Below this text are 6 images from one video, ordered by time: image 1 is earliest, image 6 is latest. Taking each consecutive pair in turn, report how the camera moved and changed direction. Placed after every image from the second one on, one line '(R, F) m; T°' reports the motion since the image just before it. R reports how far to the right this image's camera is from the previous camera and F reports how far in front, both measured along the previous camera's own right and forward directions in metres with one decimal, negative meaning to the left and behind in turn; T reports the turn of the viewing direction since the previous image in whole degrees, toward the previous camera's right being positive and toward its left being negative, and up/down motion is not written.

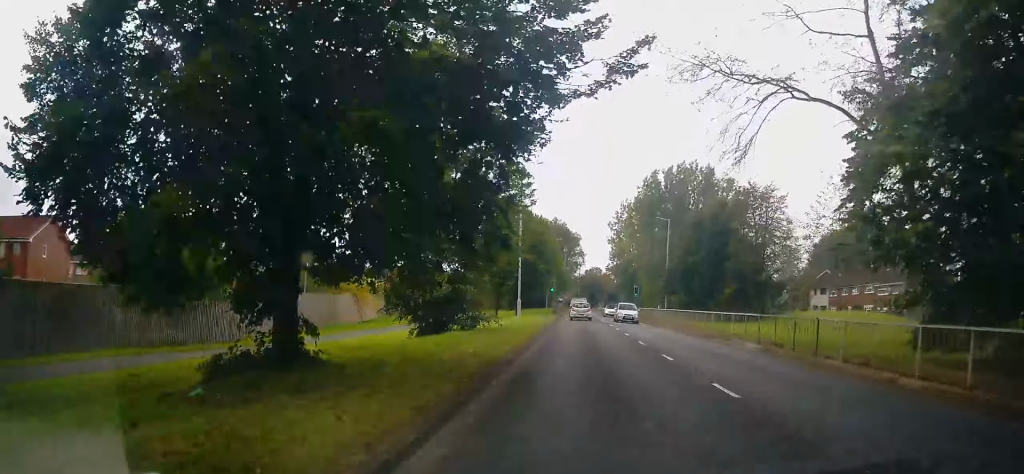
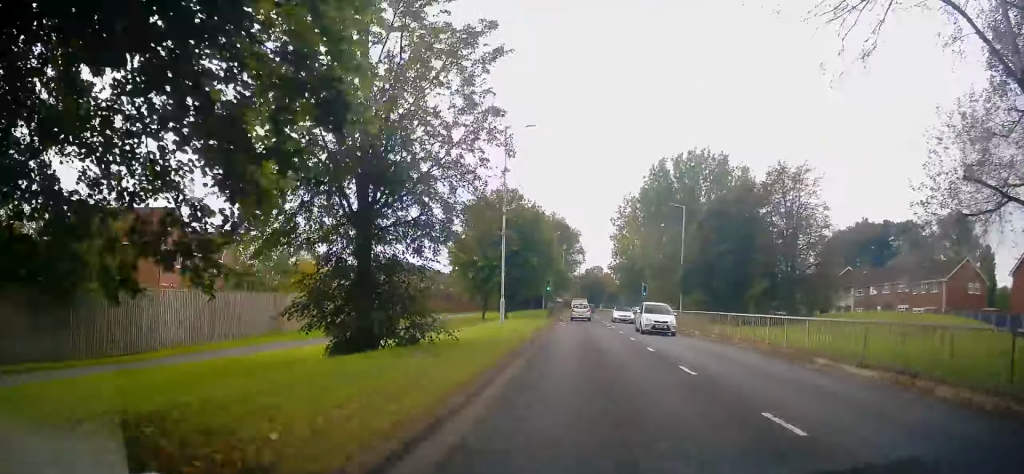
(0.0, +8.4) m; 0°
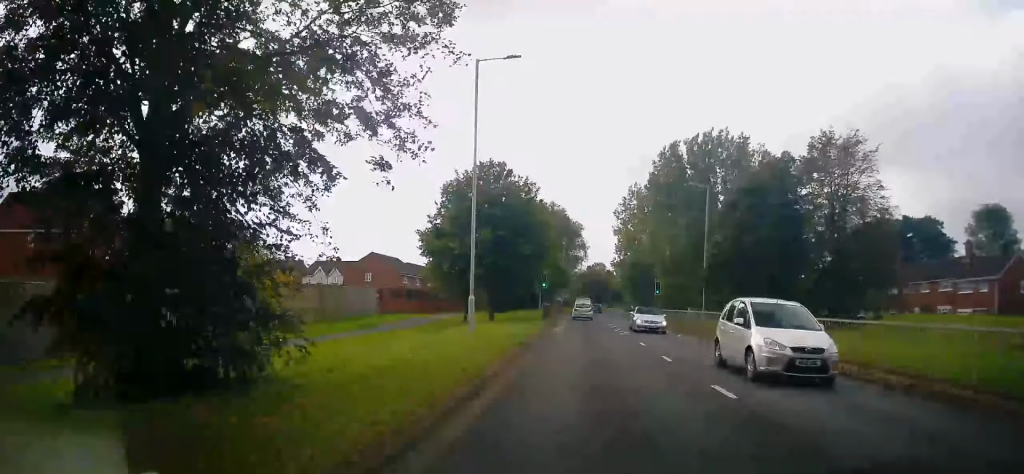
(+0.1, +8.8) m; 0°
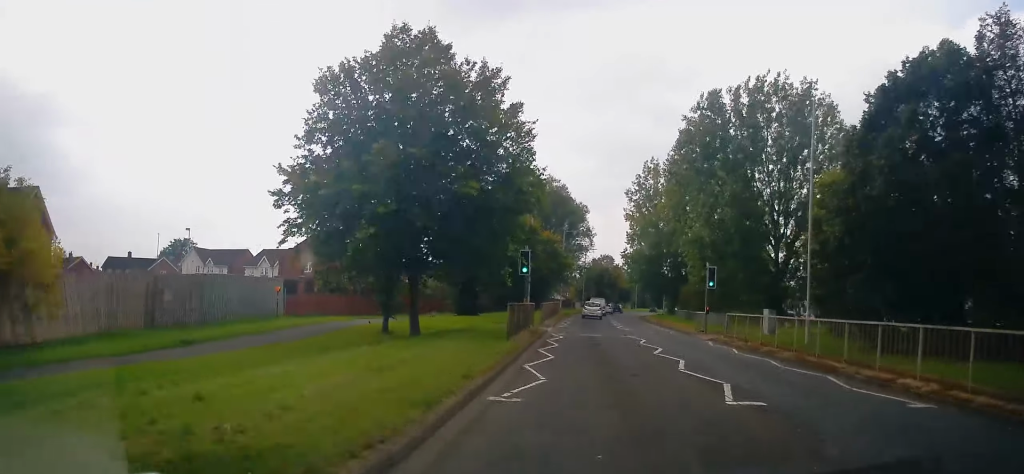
(-0.3, +19.2) m; 0°
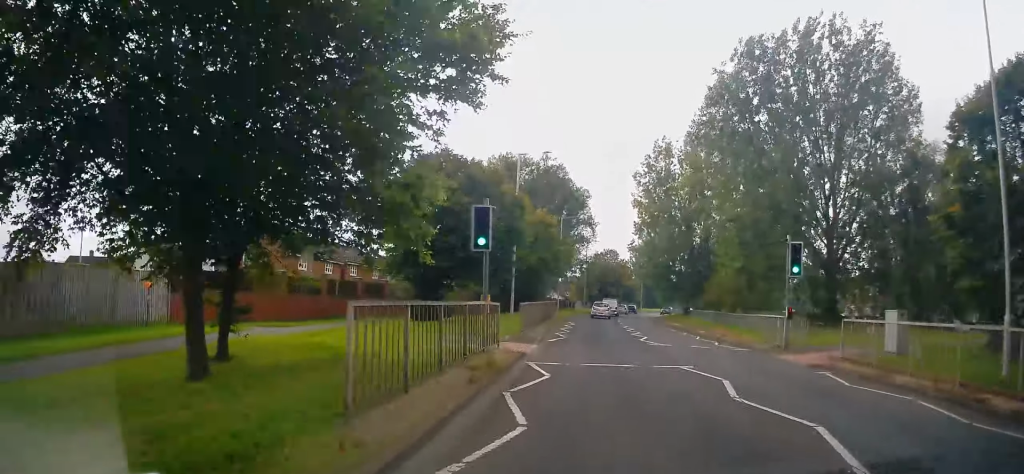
(+0.2, +12.3) m; 0°
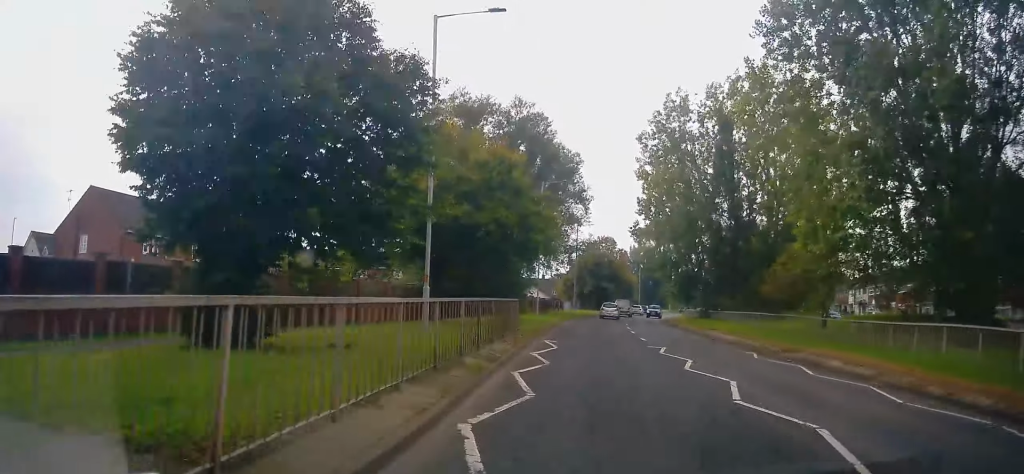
(-0.1, +18.5) m; 0°
